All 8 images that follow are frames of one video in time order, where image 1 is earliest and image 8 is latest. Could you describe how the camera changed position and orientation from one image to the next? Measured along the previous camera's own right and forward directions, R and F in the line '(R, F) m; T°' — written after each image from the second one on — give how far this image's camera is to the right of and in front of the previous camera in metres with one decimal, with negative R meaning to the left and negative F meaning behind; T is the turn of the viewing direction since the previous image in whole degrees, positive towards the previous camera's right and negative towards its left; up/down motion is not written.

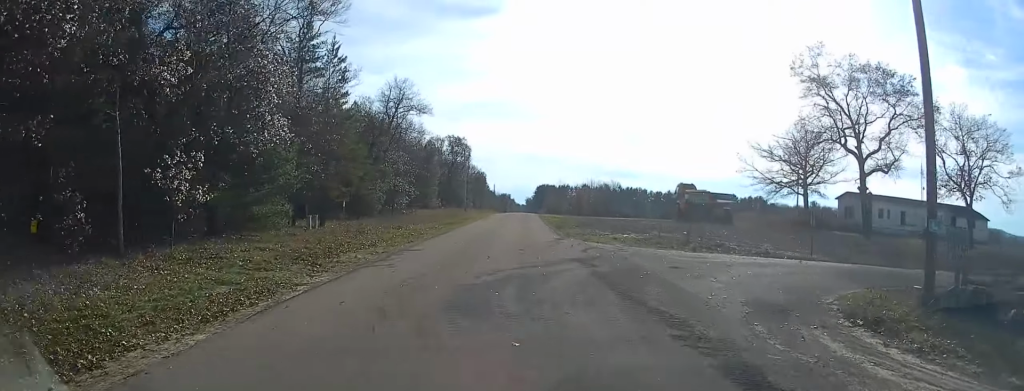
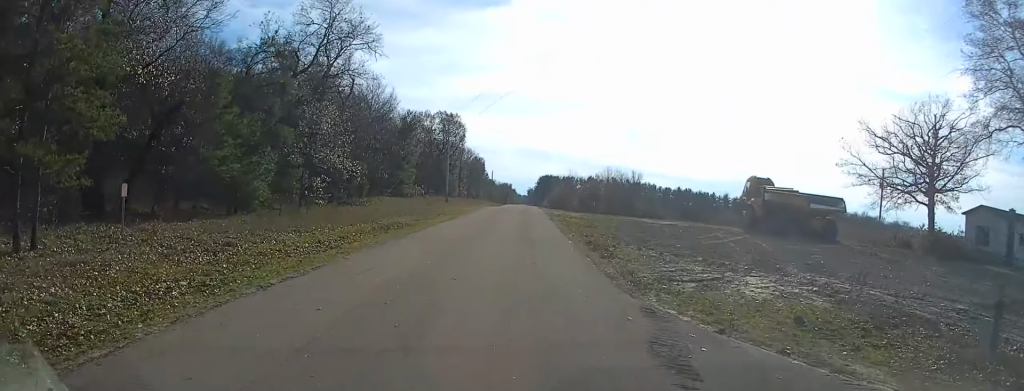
(-0.3, +23.9) m; -1°
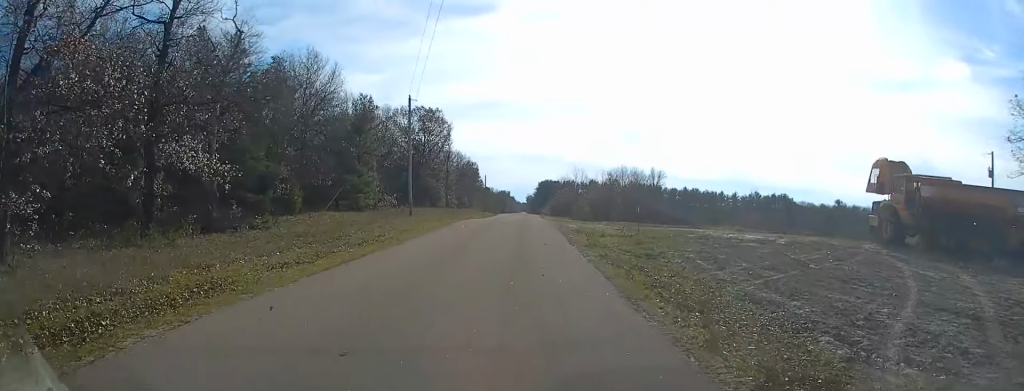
(0.0, +21.0) m; +1°
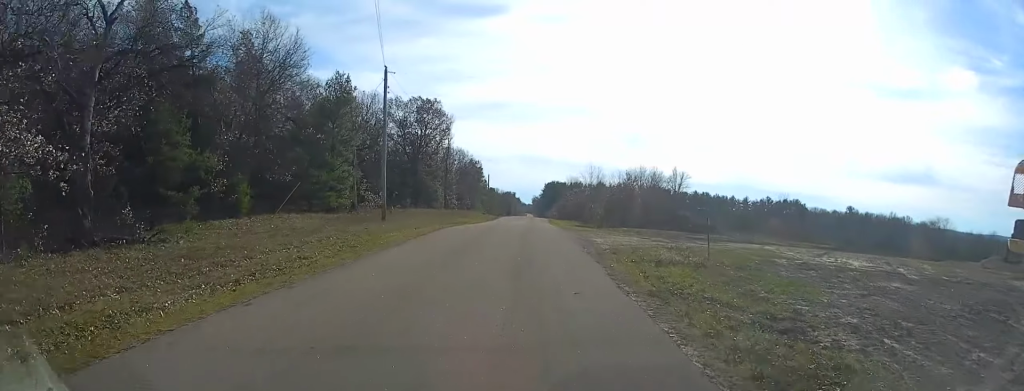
(+0.2, +11.1) m; +1°
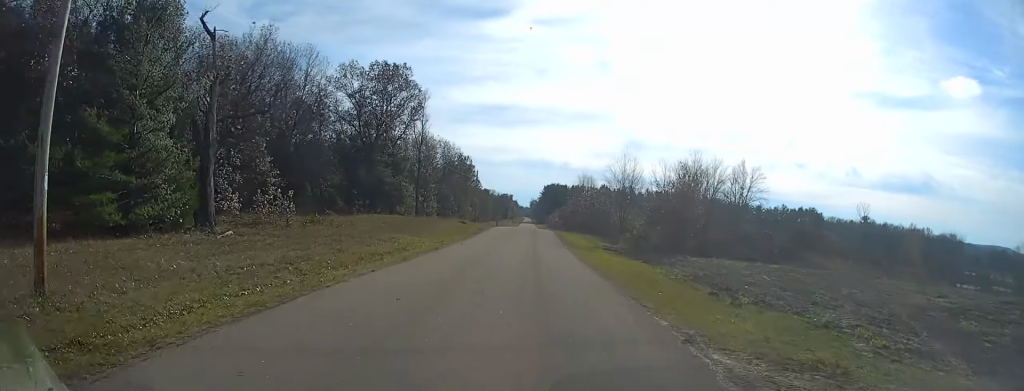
(-0.1, +28.2) m; 0°
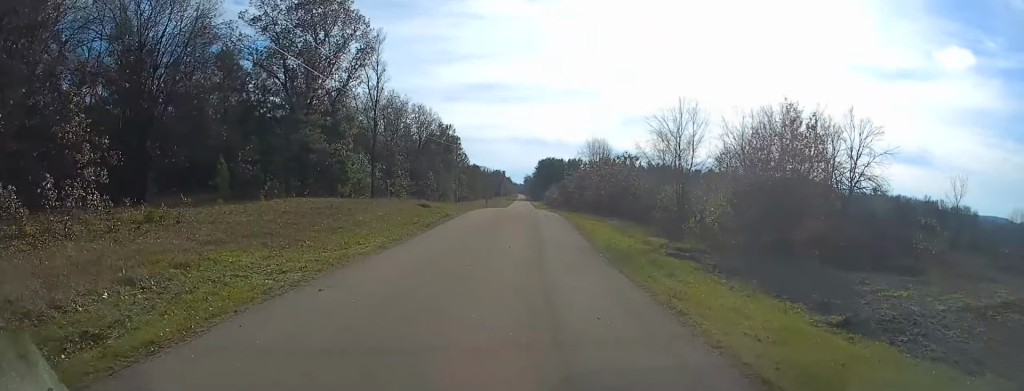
(0.0, +22.3) m; 0°
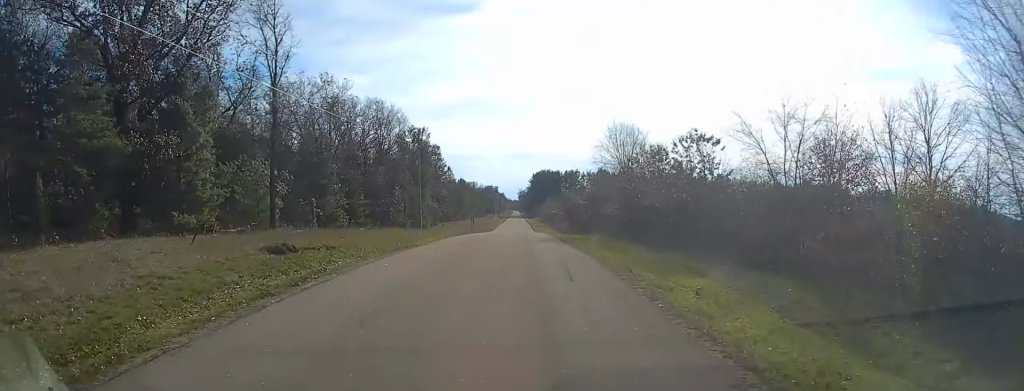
(0.0, +25.2) m; 0°
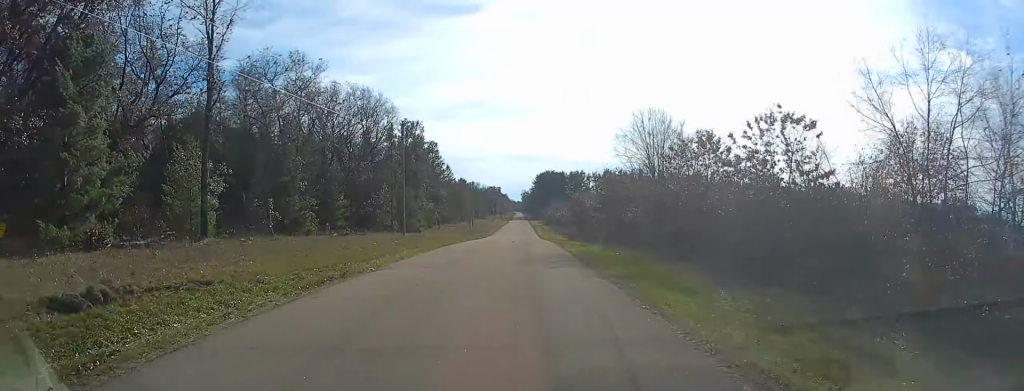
(0.0, +9.8) m; 0°
